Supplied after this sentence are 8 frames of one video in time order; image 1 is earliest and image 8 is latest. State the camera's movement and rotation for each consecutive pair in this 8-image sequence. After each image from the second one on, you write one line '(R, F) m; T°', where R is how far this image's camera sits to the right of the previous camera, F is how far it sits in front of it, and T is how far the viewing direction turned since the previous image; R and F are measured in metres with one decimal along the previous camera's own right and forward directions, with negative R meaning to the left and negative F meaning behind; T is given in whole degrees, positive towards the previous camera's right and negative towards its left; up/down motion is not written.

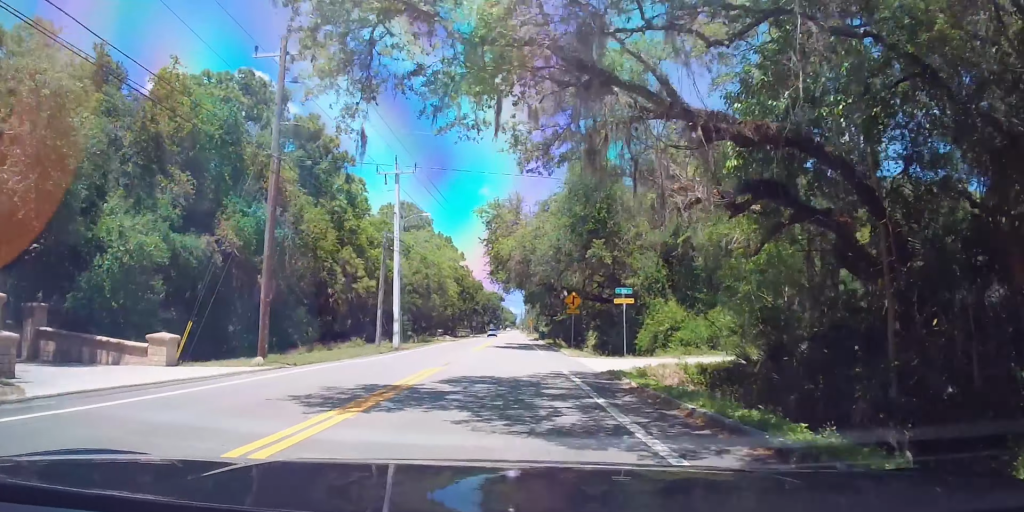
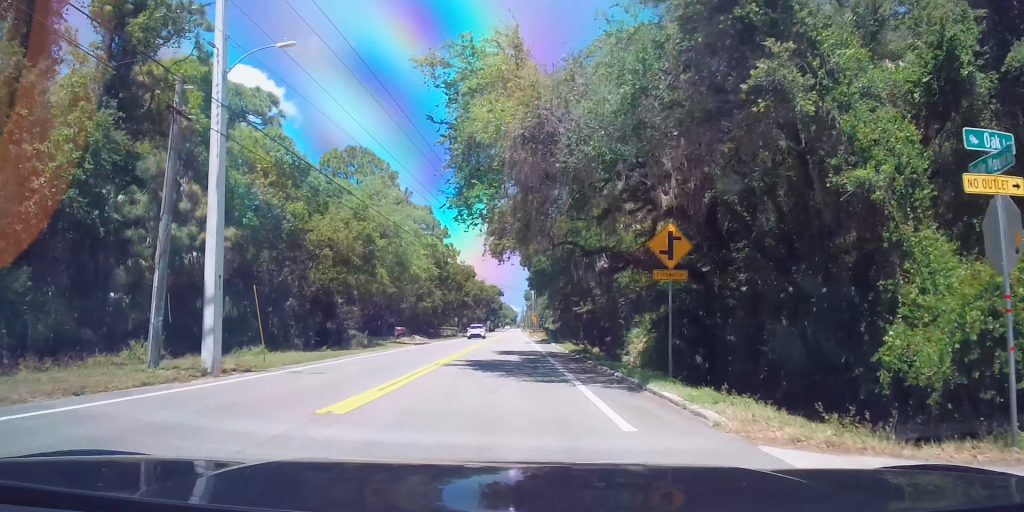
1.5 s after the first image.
(0.0, +24.5) m; 0°
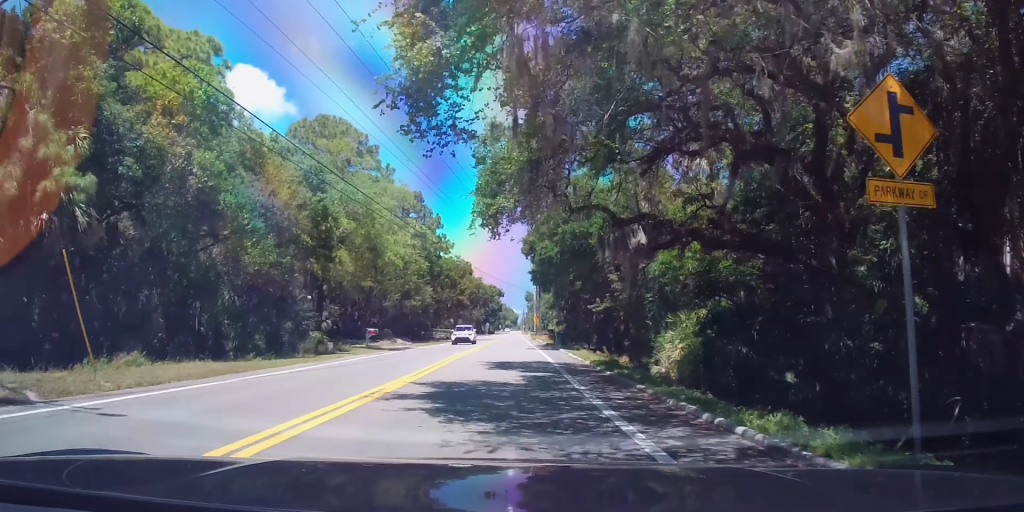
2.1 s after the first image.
(0.0, +9.0) m; 0°
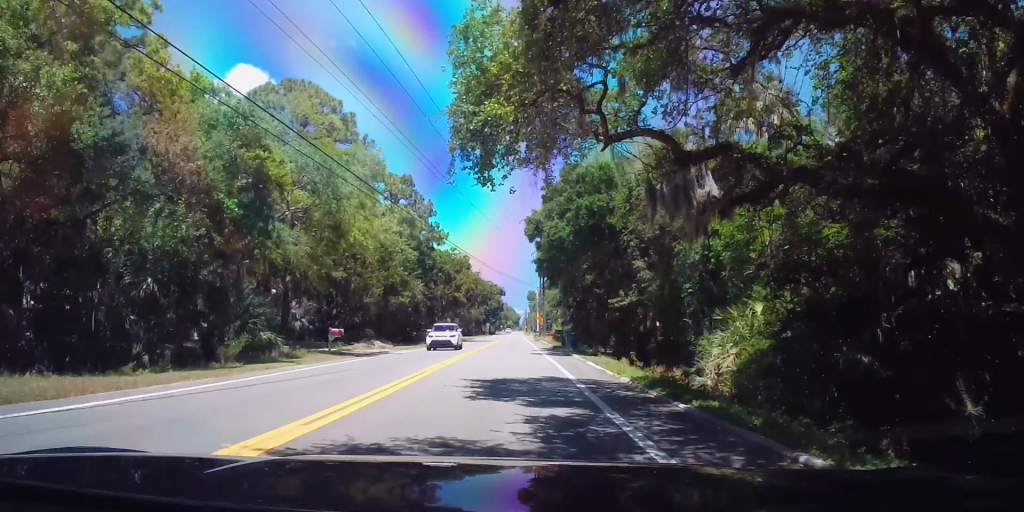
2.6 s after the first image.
(0.0, +7.8) m; 0°
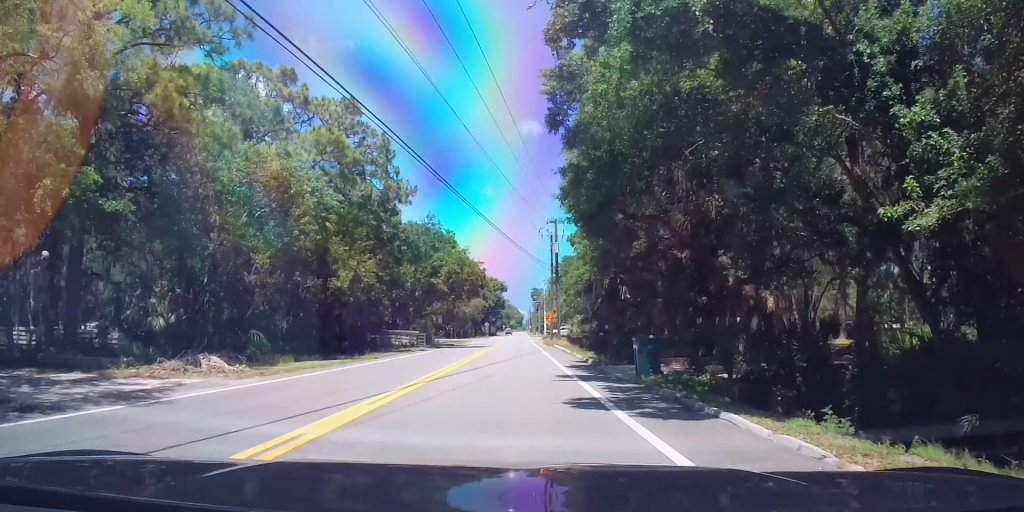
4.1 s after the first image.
(-0.2, +22.3) m; -2°
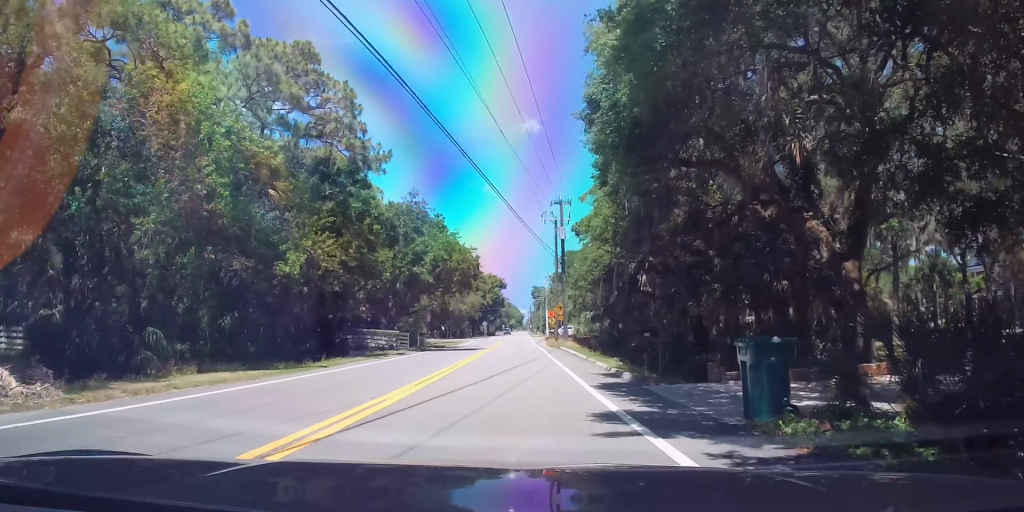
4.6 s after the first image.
(-0.2, +8.5) m; 0°
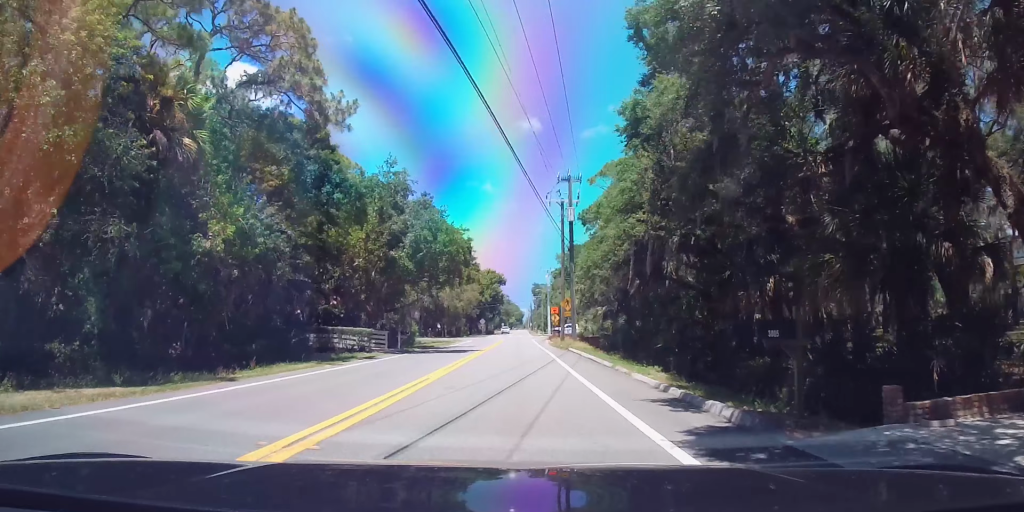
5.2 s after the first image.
(0.0, +7.9) m; 0°
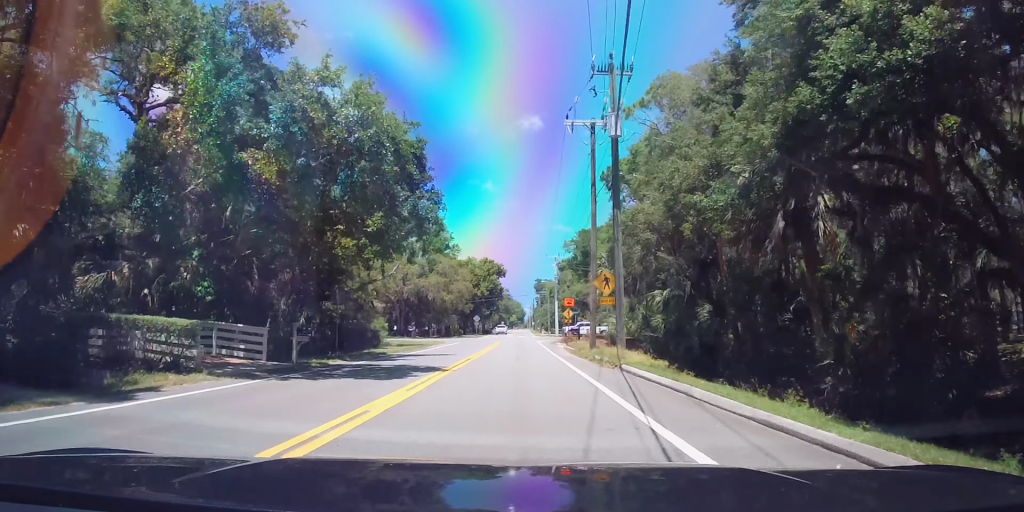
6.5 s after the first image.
(+0.4, +19.6) m; +1°
